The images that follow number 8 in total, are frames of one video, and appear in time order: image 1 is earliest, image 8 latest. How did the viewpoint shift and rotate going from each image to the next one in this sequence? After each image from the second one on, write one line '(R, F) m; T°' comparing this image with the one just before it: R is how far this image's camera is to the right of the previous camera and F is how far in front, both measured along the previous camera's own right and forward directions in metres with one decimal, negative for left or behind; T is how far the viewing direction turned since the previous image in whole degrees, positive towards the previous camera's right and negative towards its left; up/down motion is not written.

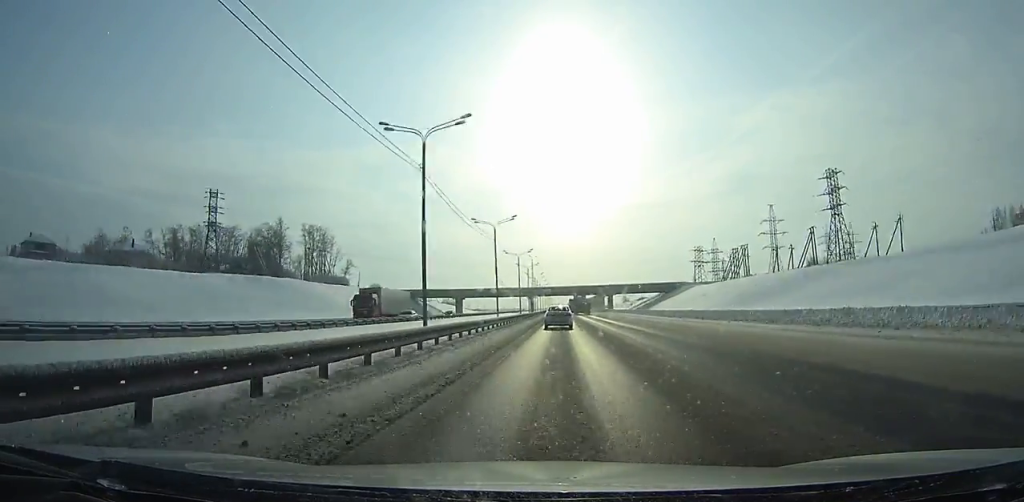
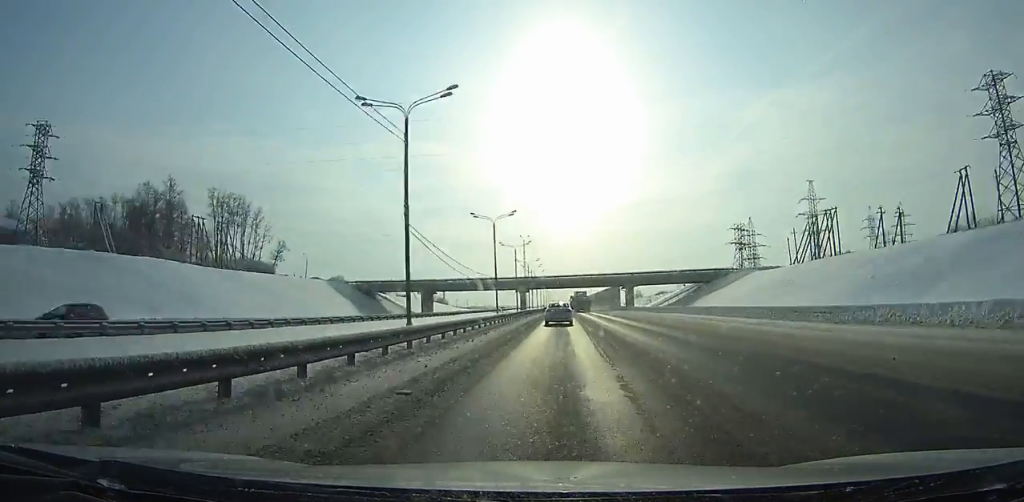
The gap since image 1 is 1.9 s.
(0.0, +47.9) m; 0°
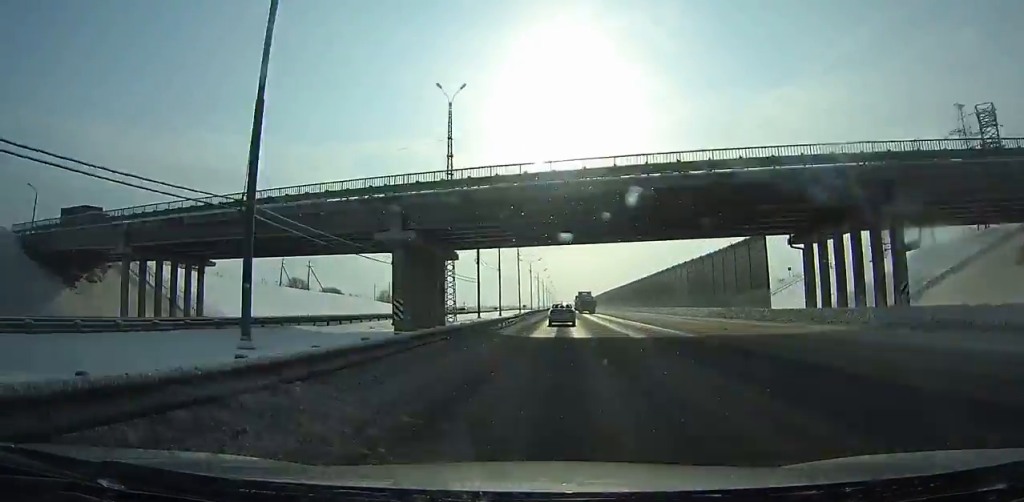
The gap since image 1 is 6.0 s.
(0.0, +103.2) m; 0°
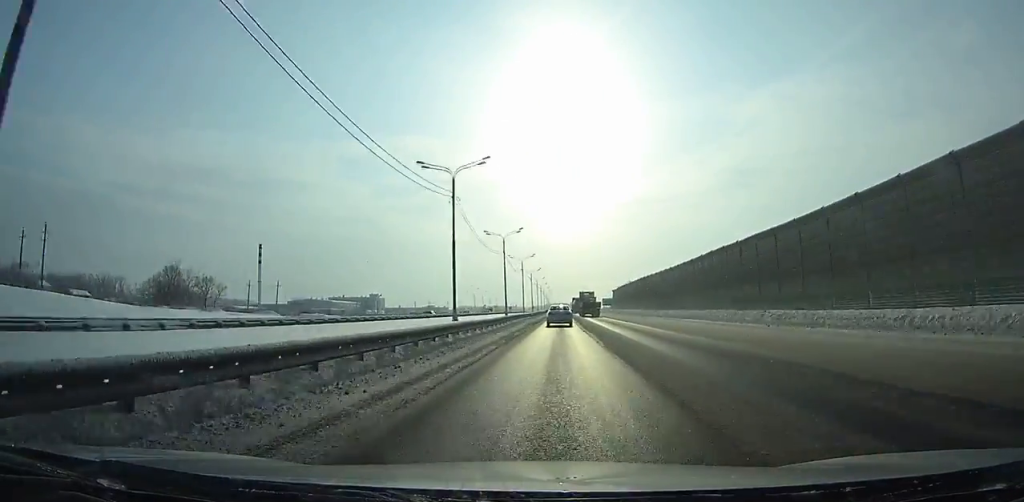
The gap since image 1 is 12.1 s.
(+0.6, +151.7) m; 0°
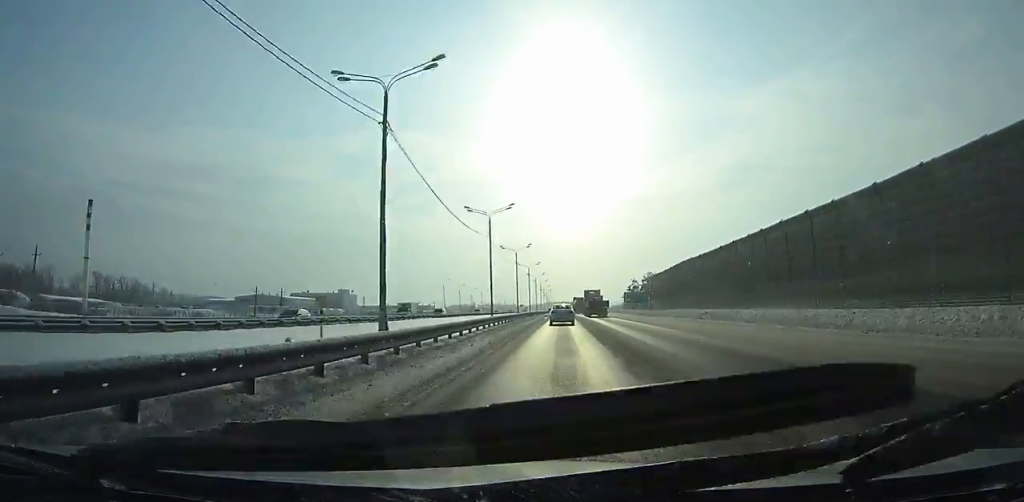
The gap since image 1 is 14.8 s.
(+0.1, +66.3) m; 0°
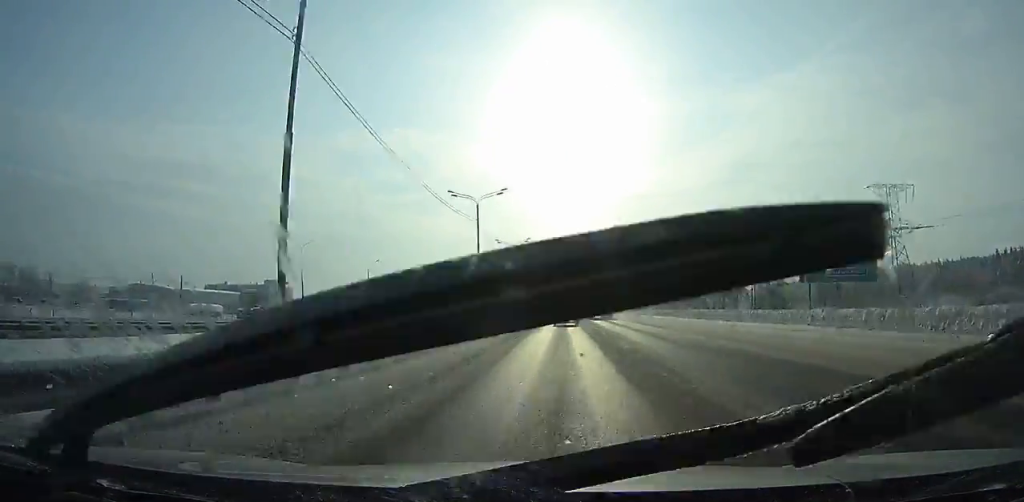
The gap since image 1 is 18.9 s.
(+0.2, +100.1) m; 0°
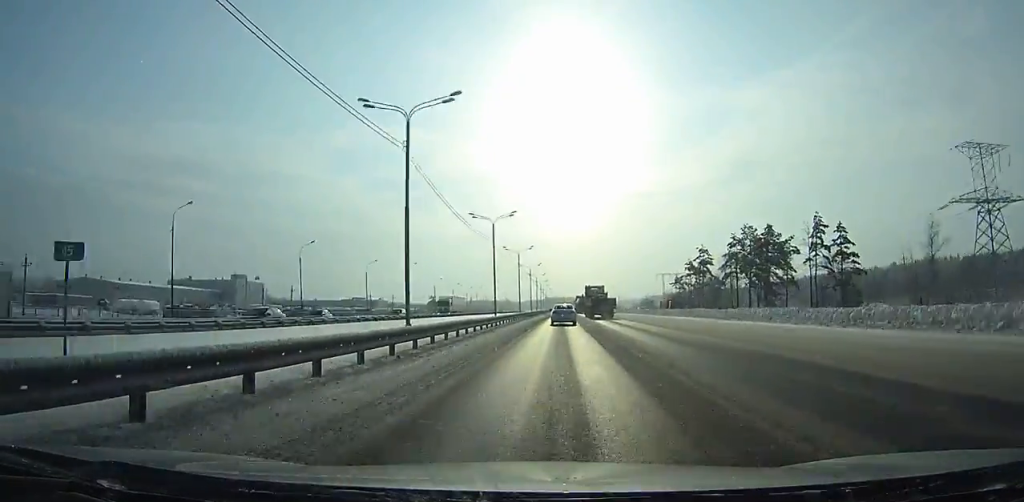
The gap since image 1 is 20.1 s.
(-0.2, +29.2) m; 0°
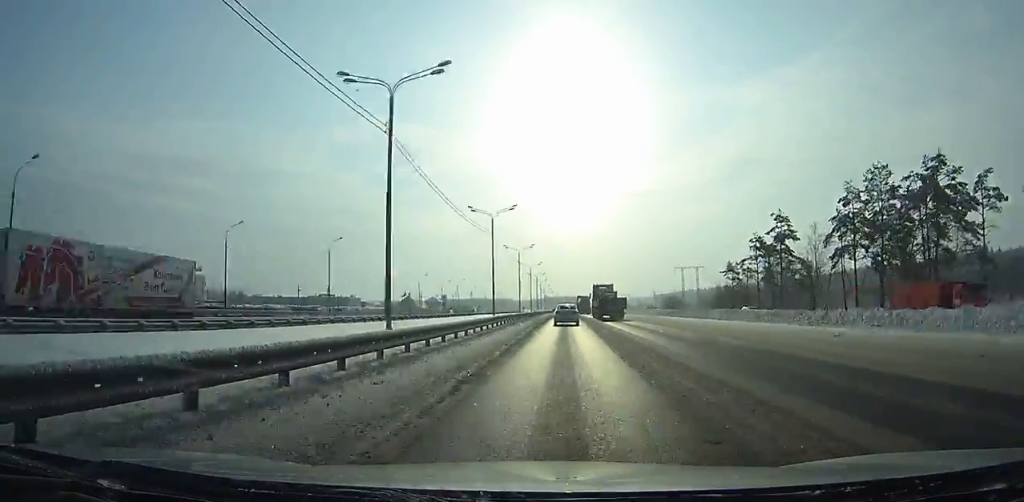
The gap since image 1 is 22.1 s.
(-0.2, +48.7) m; 0°
